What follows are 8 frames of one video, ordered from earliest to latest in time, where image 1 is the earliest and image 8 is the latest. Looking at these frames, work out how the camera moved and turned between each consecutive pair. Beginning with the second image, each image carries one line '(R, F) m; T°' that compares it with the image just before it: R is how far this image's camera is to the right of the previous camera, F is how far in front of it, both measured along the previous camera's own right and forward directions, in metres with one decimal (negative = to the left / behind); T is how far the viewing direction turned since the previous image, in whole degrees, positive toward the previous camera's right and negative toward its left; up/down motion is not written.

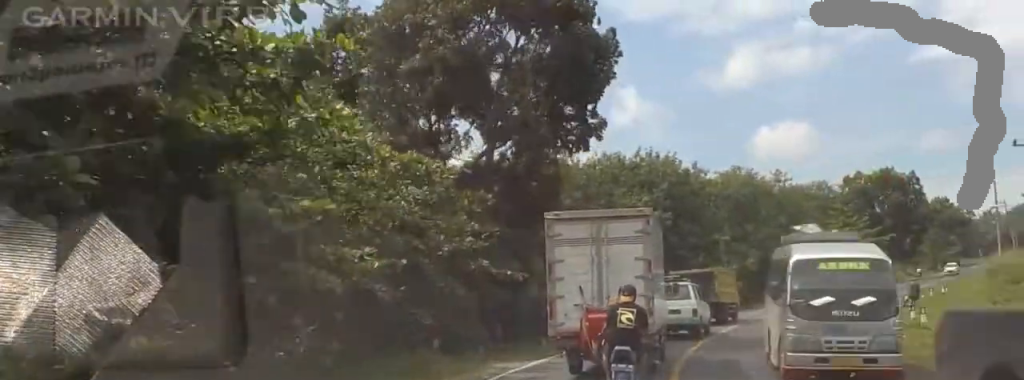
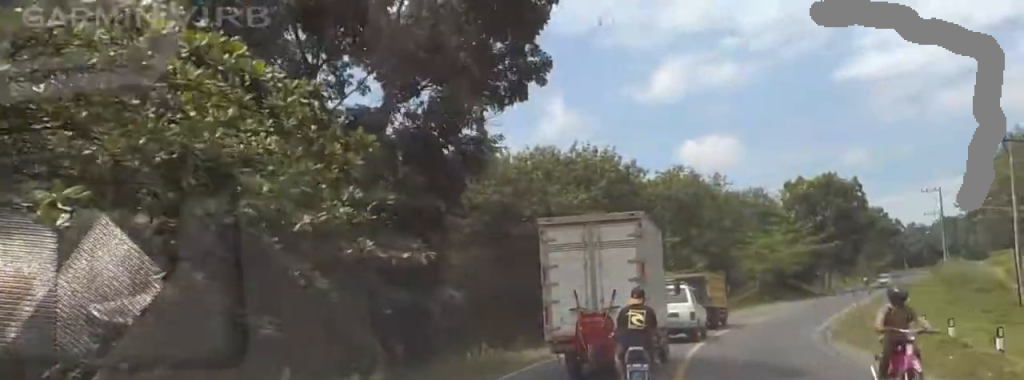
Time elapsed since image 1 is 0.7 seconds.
(+0.6, +6.6) m; +7°
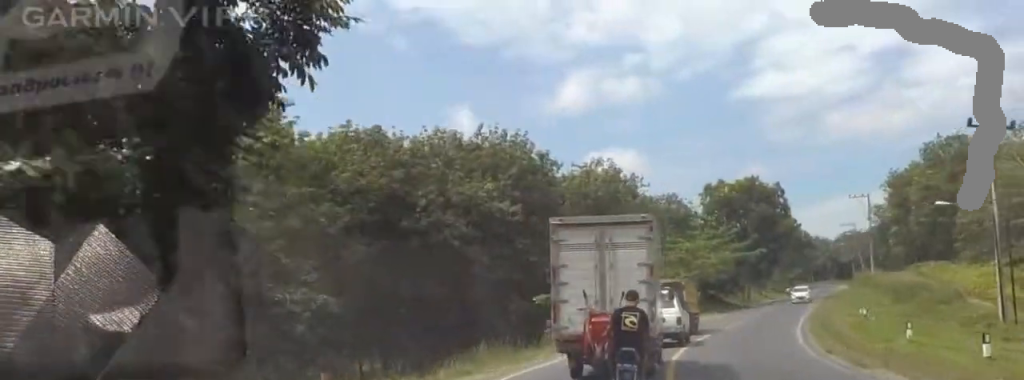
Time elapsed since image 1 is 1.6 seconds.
(+0.8, +8.5) m; +5°
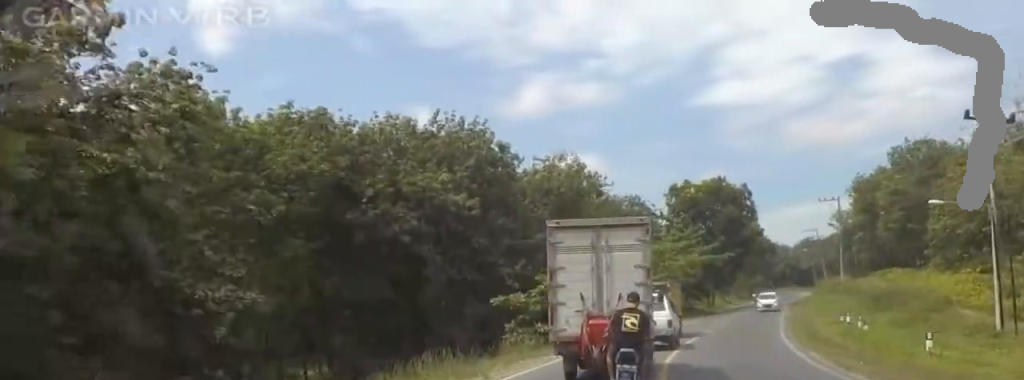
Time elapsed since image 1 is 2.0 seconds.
(+0.1, +3.8) m; 0°
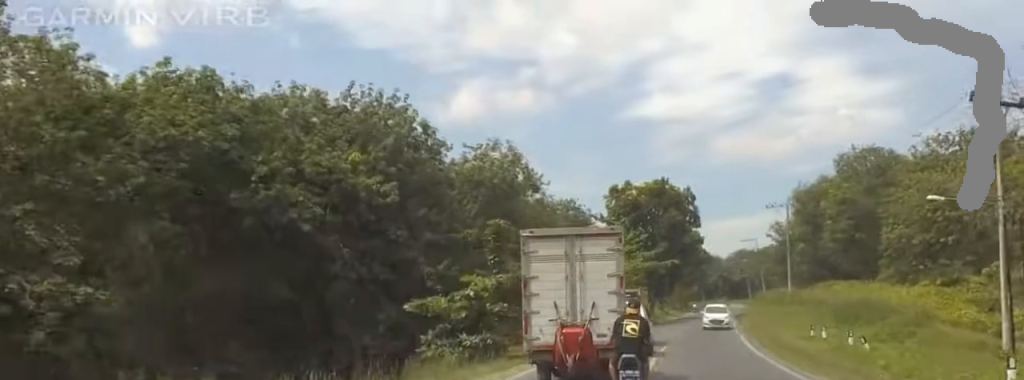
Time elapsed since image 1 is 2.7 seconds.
(-0.1, +6.6) m; 0°
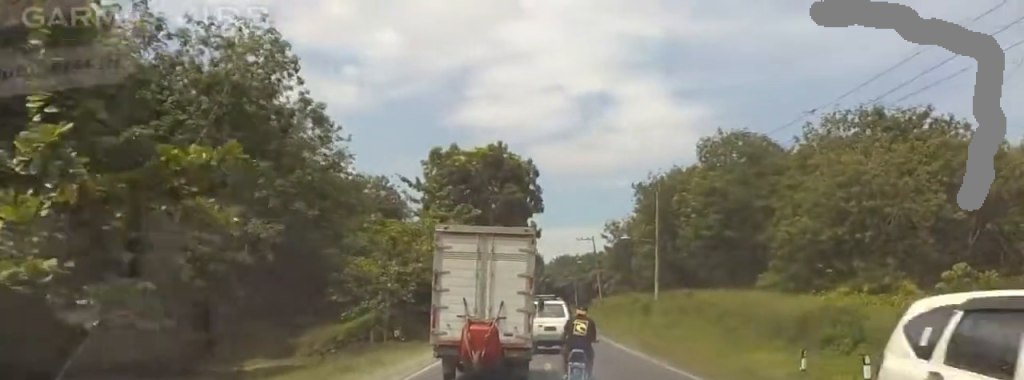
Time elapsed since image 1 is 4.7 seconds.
(+1.4, +20.4) m; +14°
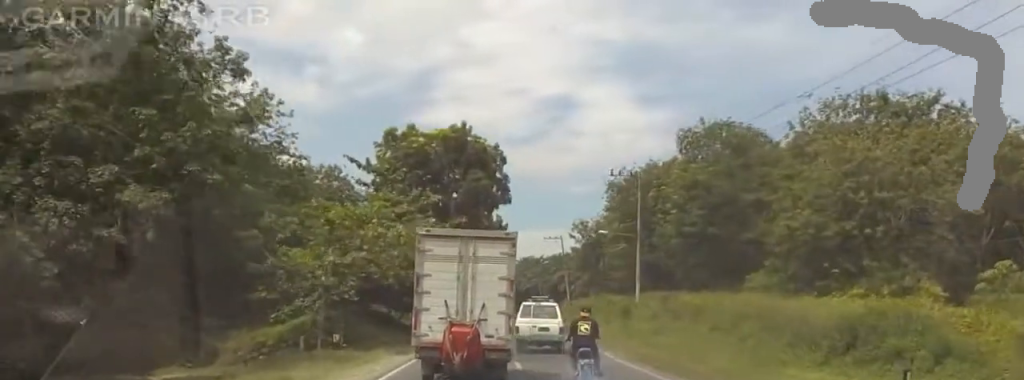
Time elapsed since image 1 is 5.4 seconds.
(+0.5, +7.4) m; +8°
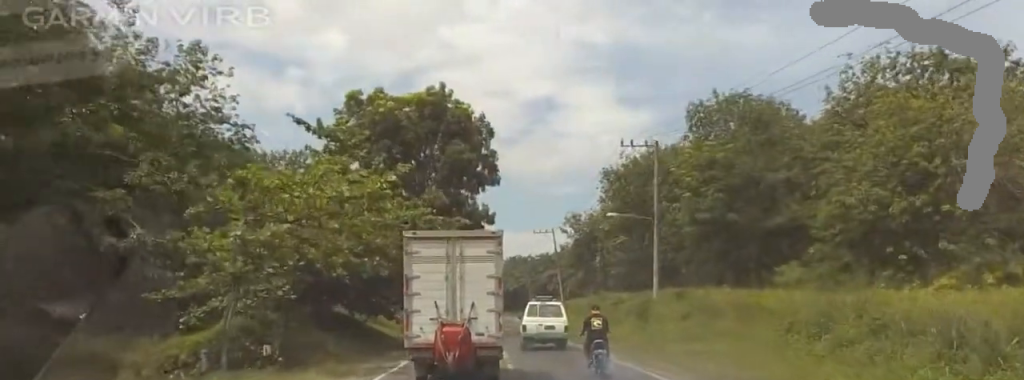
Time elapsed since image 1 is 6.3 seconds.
(+0.8, +10.3) m; +9°
